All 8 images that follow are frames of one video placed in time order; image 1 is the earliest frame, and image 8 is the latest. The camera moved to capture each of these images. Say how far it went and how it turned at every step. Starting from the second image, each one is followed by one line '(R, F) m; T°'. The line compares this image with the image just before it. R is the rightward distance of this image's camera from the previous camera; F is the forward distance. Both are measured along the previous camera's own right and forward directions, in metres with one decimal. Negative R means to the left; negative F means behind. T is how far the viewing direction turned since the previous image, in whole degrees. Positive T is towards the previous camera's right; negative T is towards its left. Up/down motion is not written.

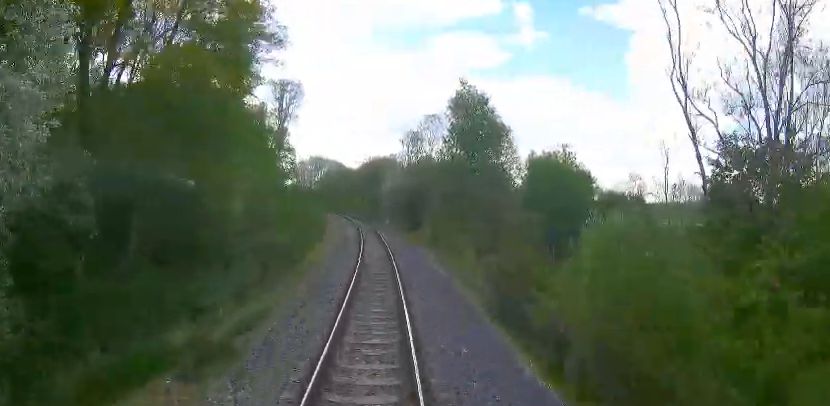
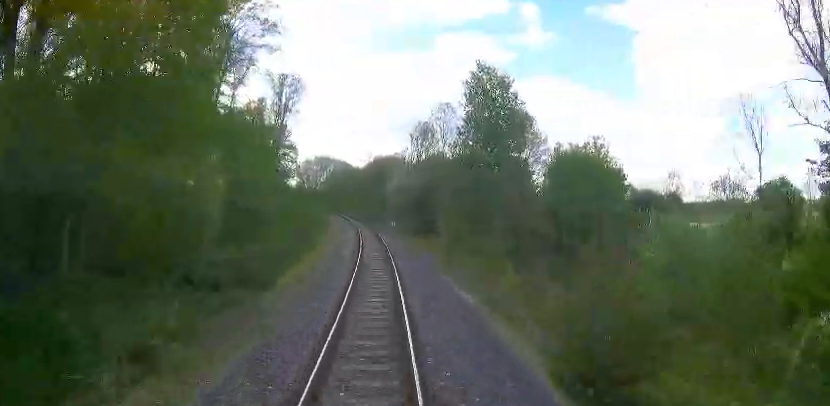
(-0.3, +6.8) m; -2°
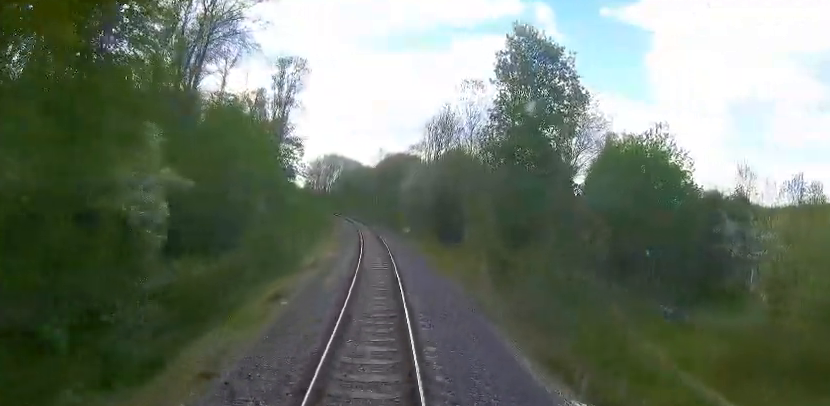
(-0.5, +9.8) m; -3°
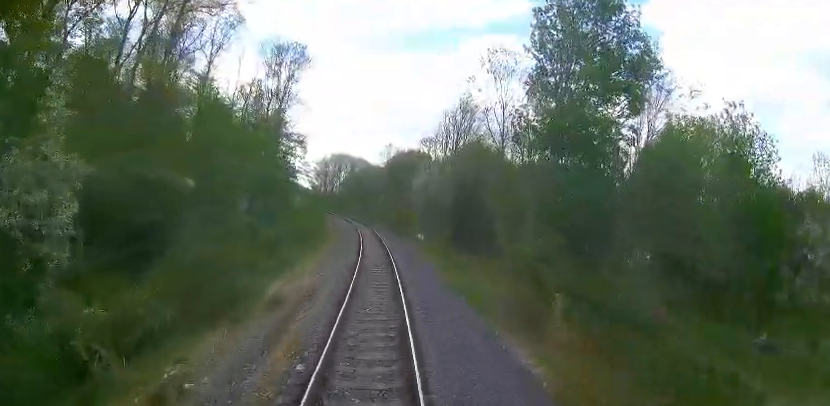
(0.0, +8.4) m; -1°
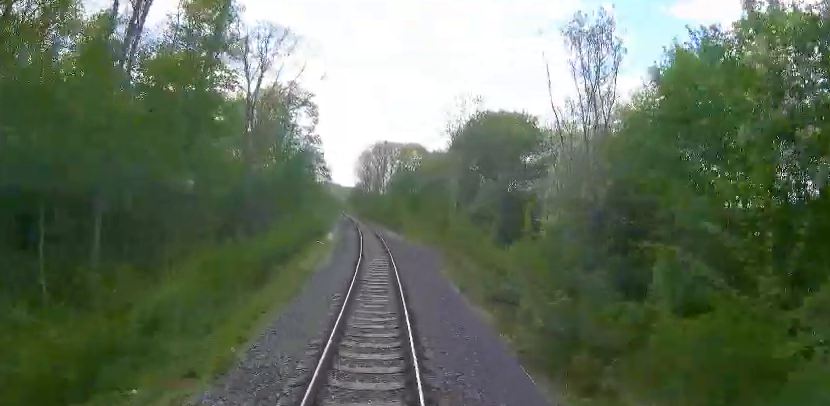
(-2.0, +42.6) m; -7°
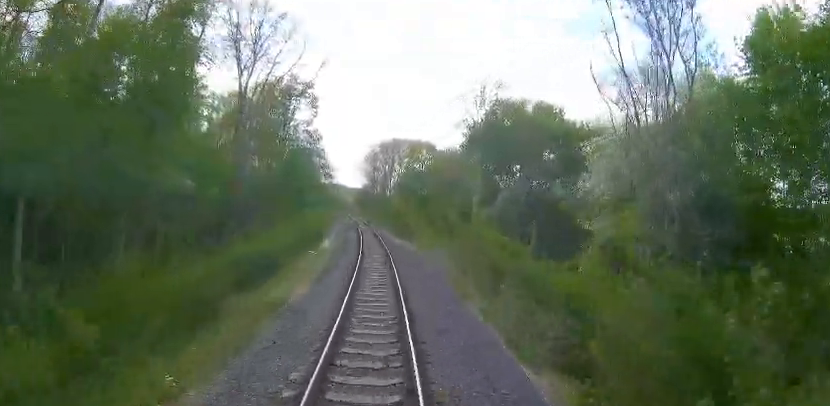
(-0.2, +6.4) m; -1°
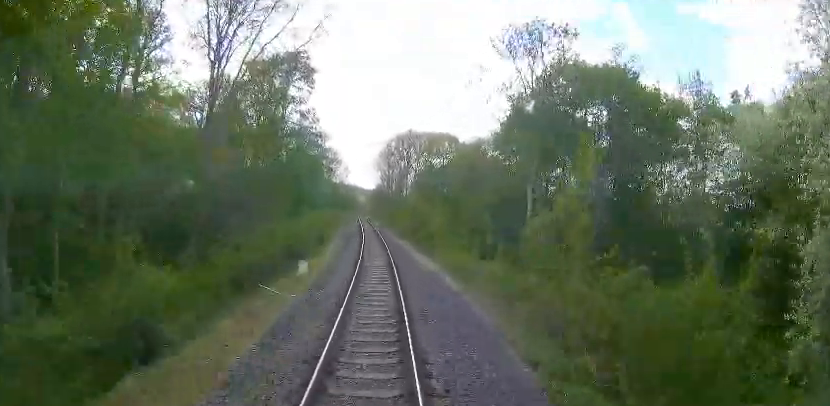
(-0.1, +12.4) m; -1°
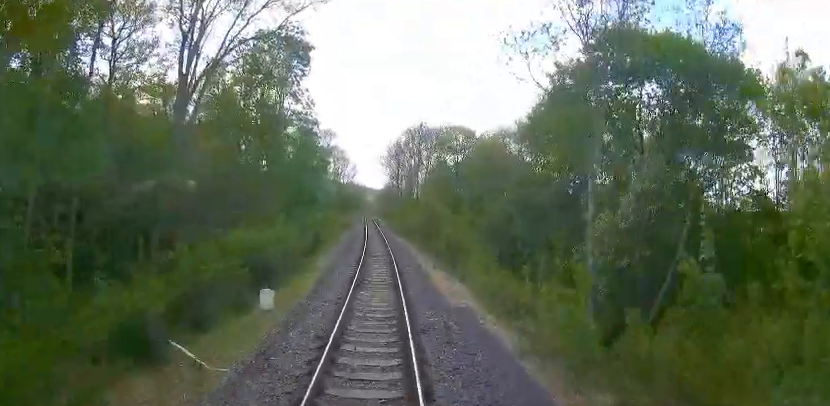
(0.0, +7.3) m; -1°
